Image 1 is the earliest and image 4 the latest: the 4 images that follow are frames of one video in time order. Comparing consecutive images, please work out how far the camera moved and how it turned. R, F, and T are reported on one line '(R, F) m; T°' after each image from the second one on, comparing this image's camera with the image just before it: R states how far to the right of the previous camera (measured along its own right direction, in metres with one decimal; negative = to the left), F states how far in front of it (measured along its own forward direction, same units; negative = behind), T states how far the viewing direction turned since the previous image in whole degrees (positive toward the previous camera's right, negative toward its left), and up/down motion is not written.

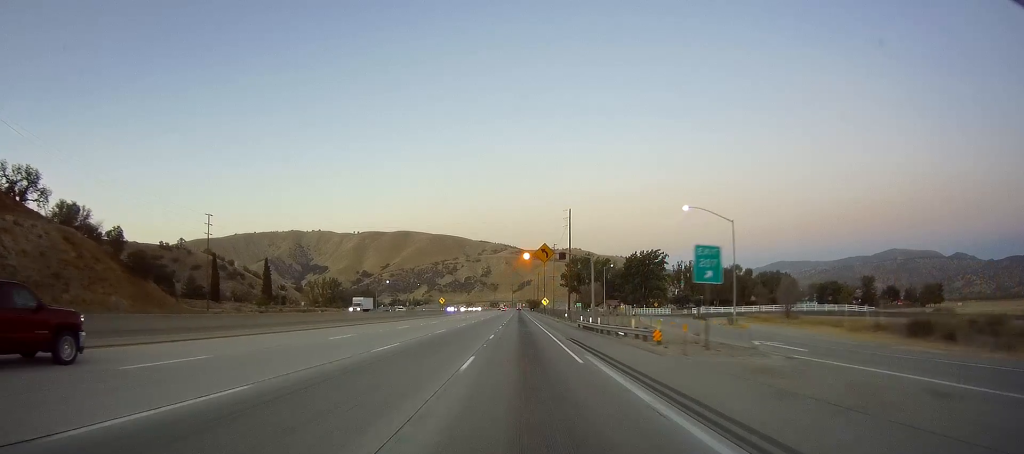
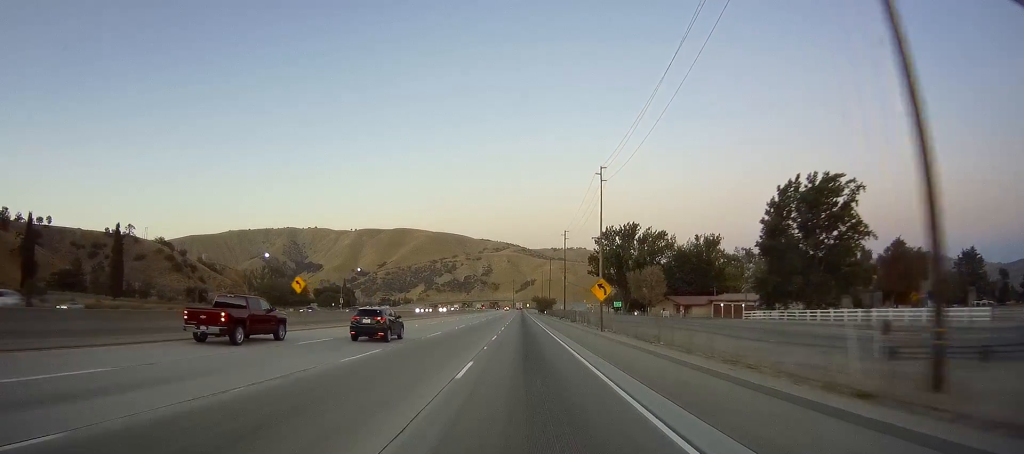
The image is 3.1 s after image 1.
(-1.2, +92.2) m; 0°
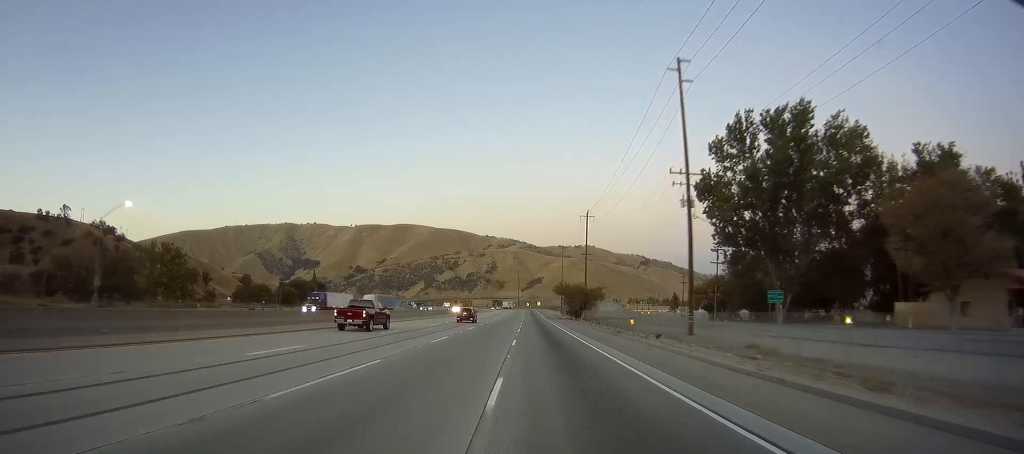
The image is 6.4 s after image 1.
(-1.1, +95.1) m; -1°
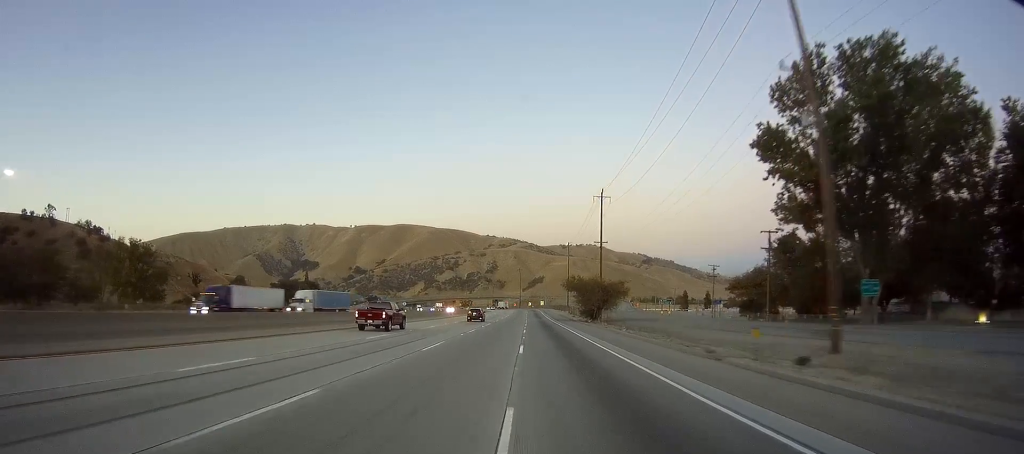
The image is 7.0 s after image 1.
(+0.2, +18.6) m; 0°
